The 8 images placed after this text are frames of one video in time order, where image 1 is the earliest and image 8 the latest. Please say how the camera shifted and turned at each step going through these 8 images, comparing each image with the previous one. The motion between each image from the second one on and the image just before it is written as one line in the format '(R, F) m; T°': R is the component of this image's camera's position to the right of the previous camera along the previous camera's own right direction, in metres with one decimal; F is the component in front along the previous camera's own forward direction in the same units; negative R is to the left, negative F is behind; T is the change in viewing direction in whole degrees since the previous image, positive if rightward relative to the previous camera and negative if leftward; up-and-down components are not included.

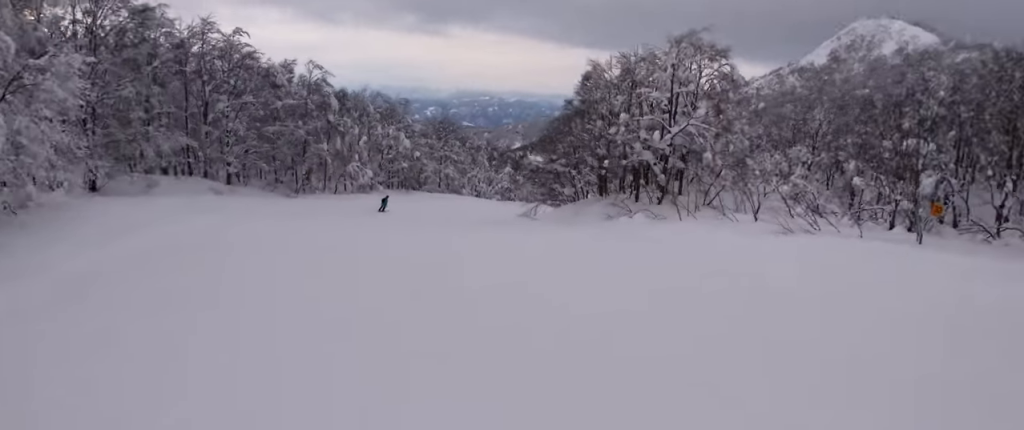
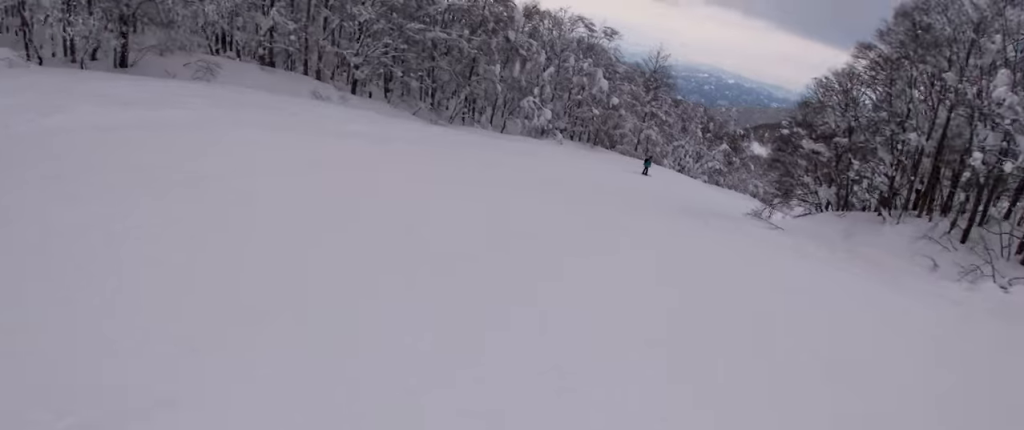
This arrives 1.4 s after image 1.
(-2.2, +15.0) m; -5°
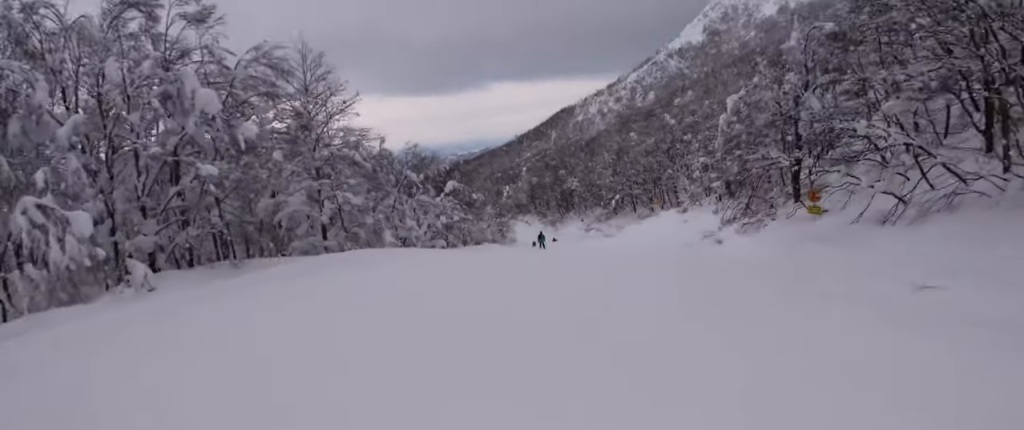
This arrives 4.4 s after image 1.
(+6.9, +30.6) m; +27°
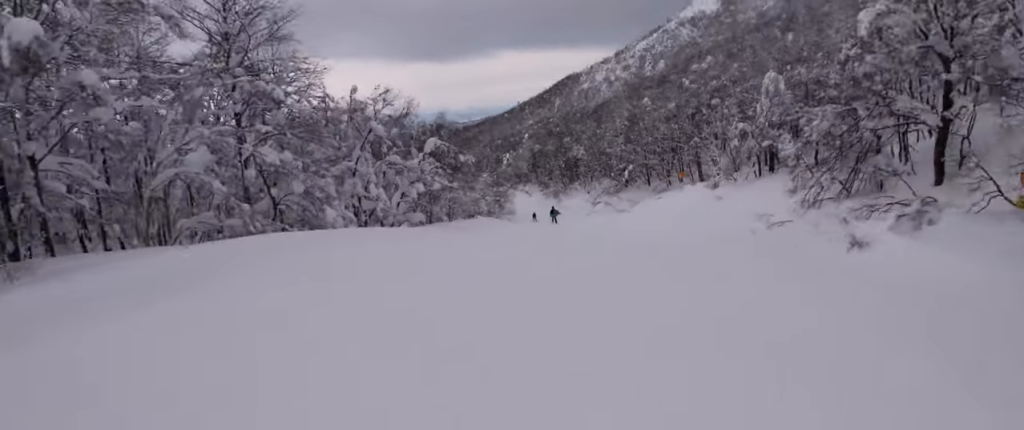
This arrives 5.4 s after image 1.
(+0.9, +9.9) m; +10°
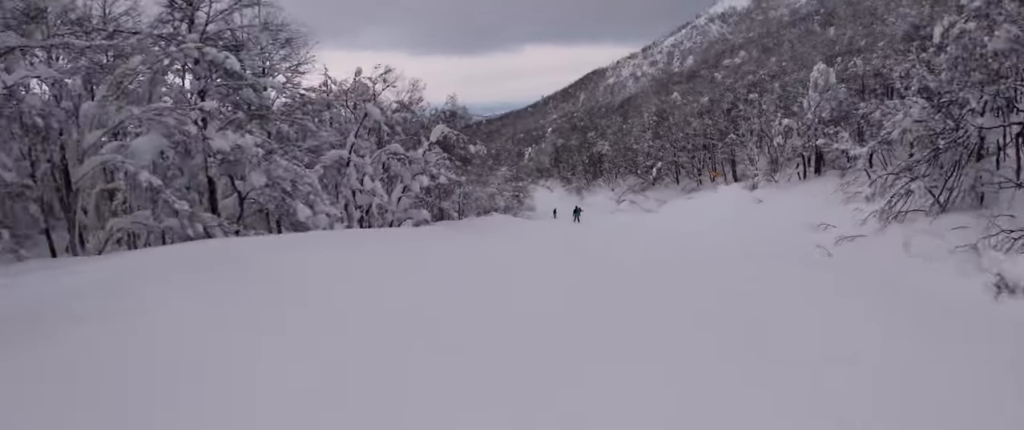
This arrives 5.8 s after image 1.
(0.0, +4.6) m; +4°
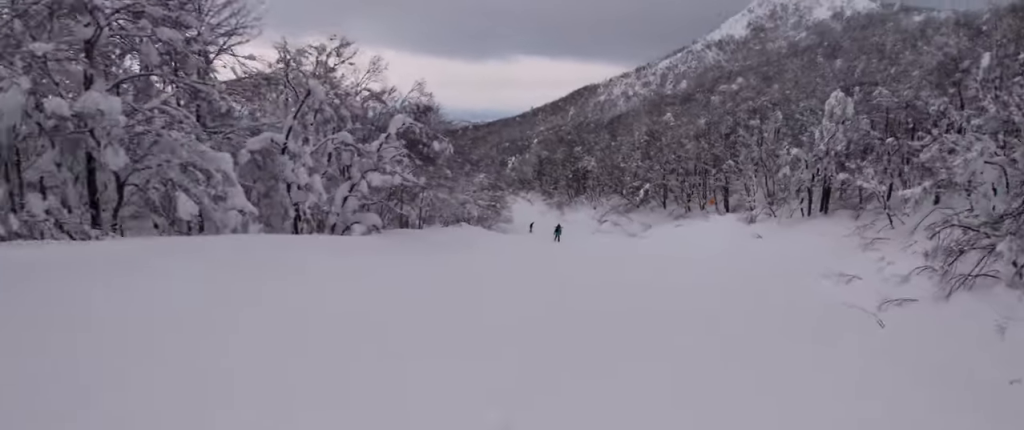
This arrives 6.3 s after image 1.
(+0.3, +5.4) m; +2°
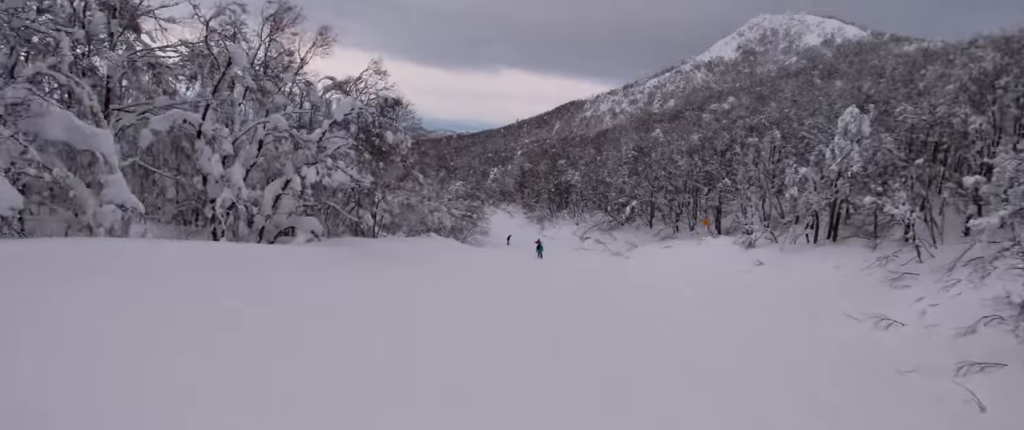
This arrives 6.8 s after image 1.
(+0.5, +5.1) m; 0°
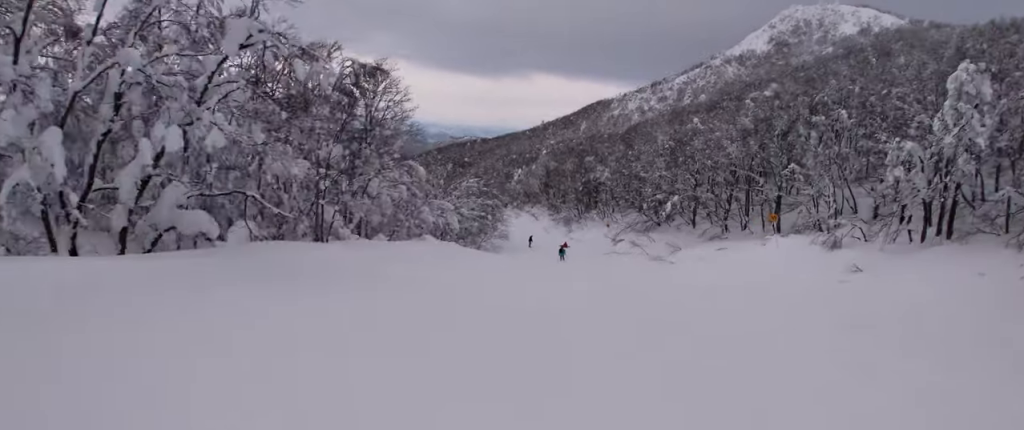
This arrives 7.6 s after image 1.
(-0.5, +9.0) m; -6°
